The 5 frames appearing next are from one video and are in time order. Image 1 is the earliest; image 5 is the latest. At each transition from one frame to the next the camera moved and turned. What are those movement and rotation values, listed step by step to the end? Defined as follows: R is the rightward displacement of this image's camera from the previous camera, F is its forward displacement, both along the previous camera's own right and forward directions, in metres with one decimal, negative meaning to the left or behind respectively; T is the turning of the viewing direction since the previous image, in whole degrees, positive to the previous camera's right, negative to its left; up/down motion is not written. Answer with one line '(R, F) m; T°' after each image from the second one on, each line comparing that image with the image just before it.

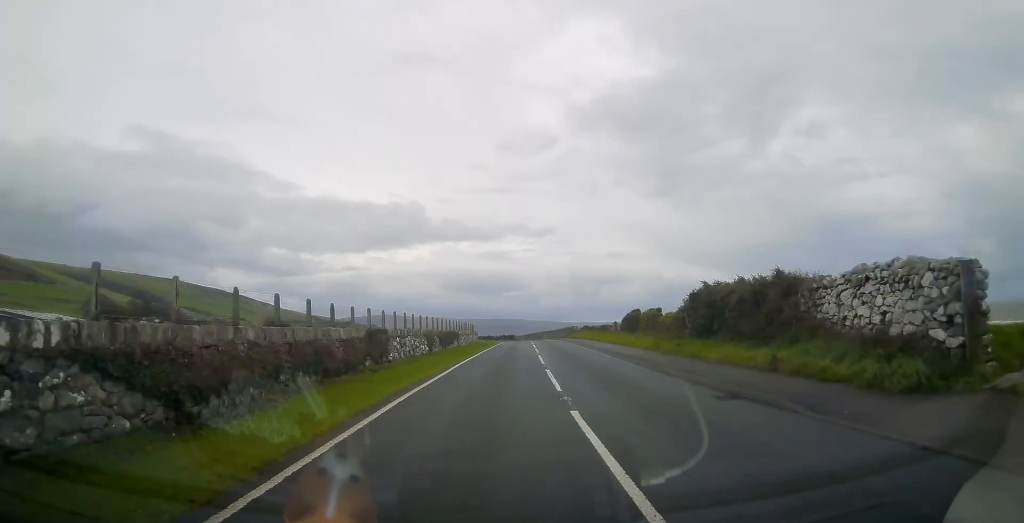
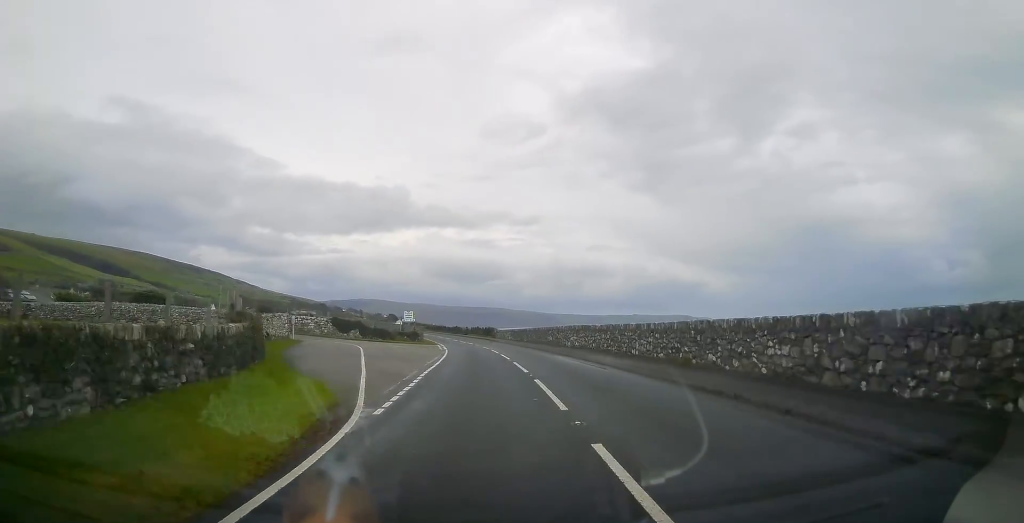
(+2.4, +63.9) m; +1°
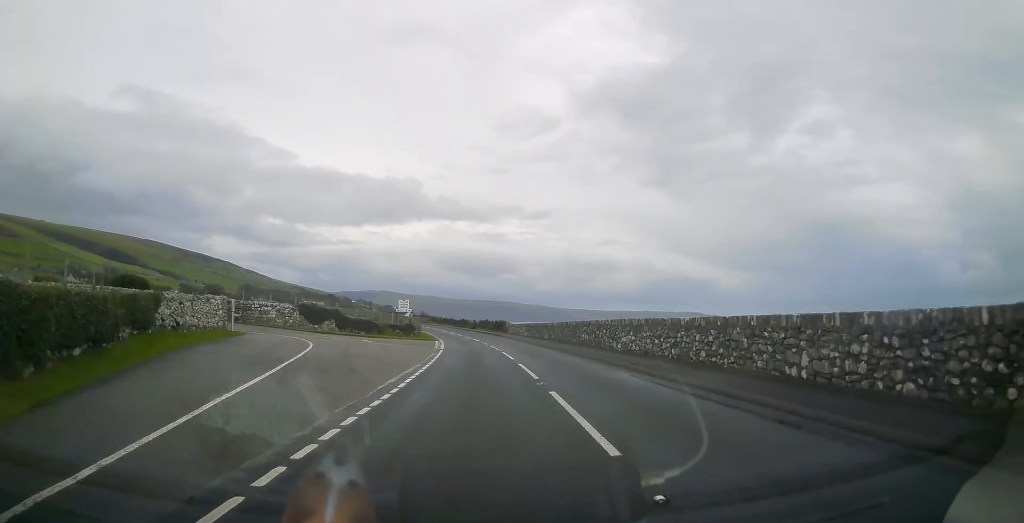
(0.0, +12.5) m; -1°
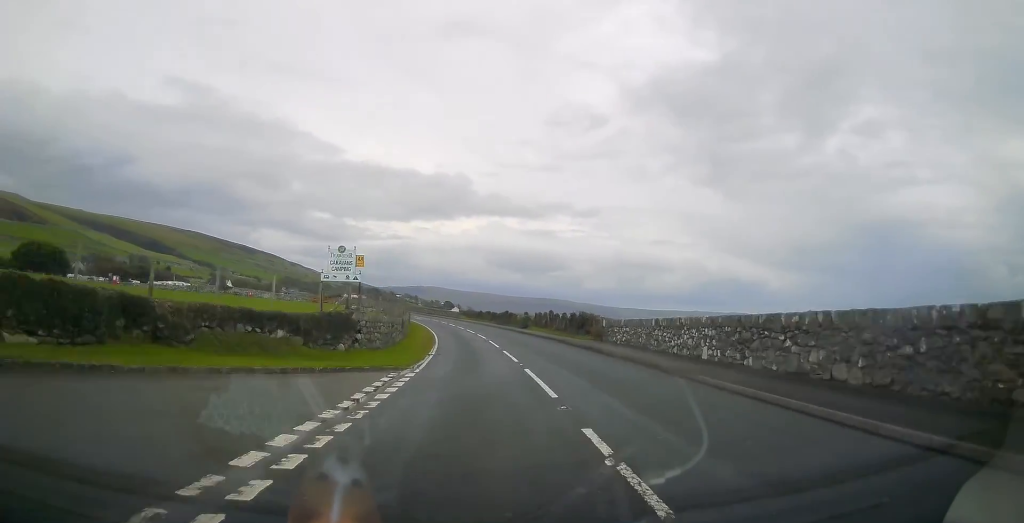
(-1.4, +39.6) m; -5°
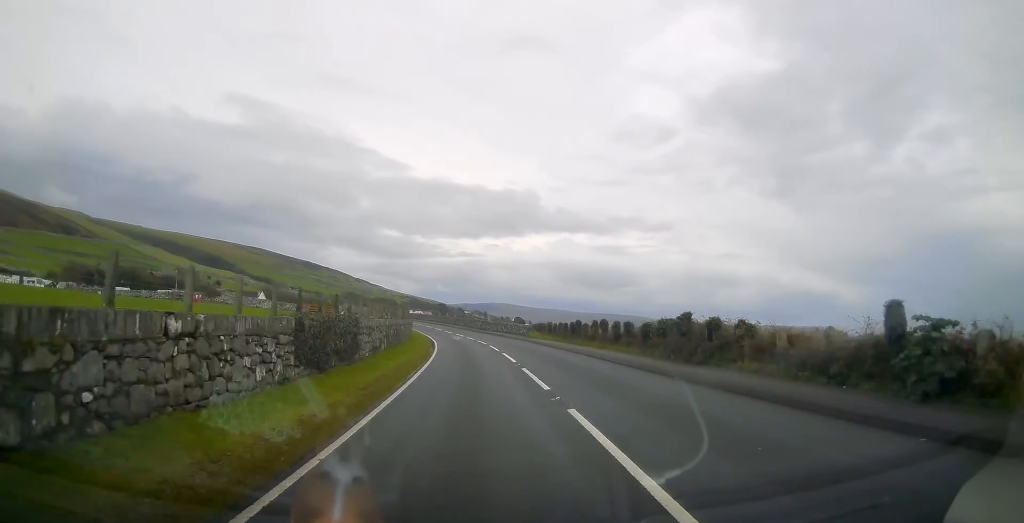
(-2.2, +41.9) m; -6°
